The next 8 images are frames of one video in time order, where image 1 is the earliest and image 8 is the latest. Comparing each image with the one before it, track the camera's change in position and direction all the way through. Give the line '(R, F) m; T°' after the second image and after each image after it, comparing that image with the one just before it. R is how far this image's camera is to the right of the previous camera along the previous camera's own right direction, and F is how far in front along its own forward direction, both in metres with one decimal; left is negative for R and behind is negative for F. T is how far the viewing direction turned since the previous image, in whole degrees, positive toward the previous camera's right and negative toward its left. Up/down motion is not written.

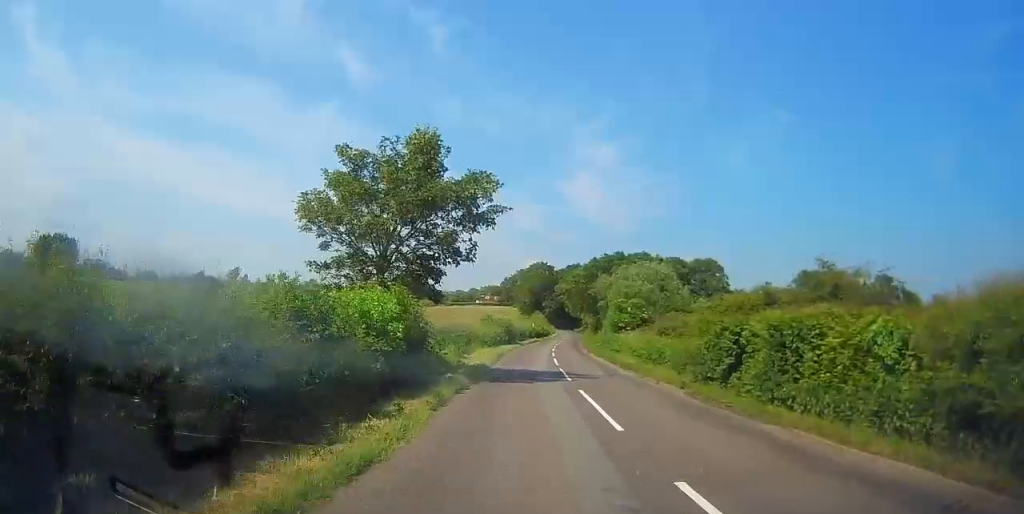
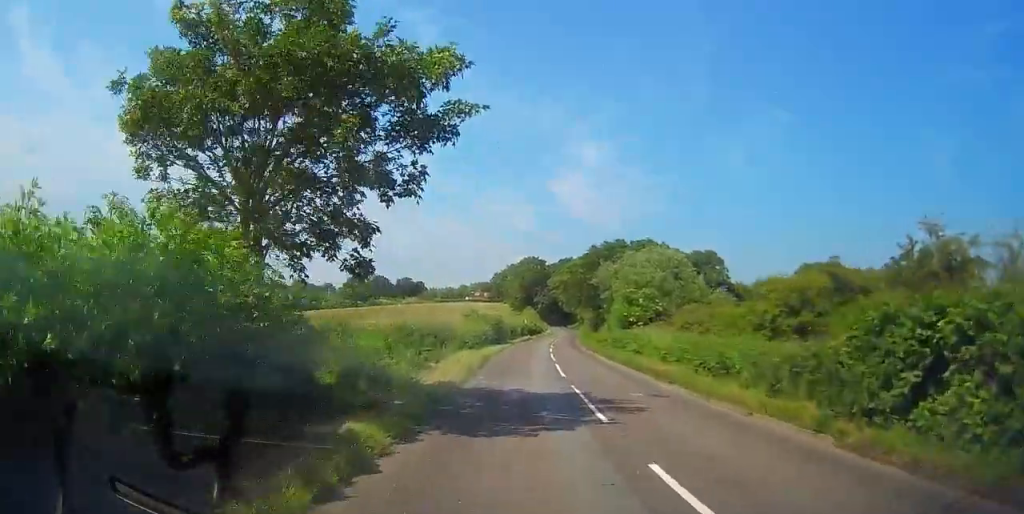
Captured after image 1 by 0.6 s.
(+0.1, +9.1) m; 0°
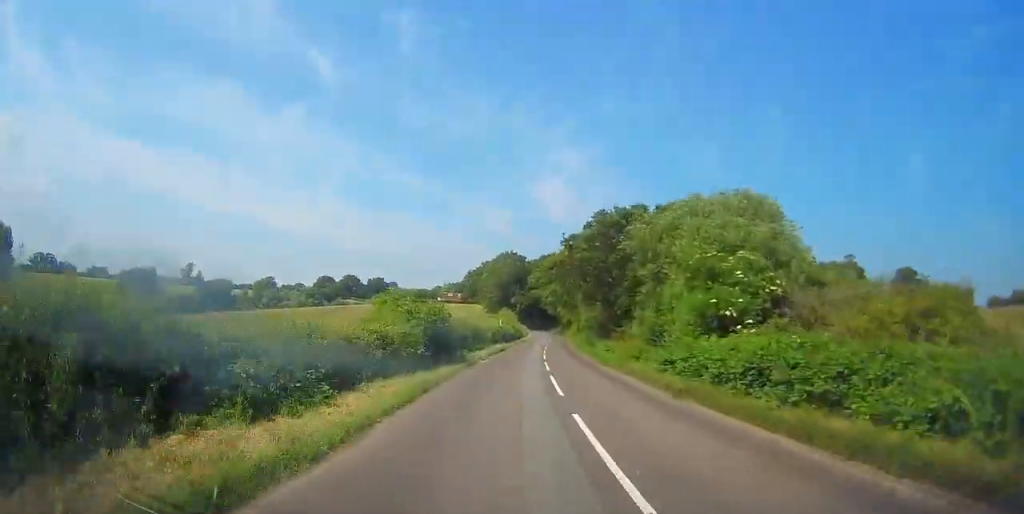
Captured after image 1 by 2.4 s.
(+0.2, +25.5) m; +2°
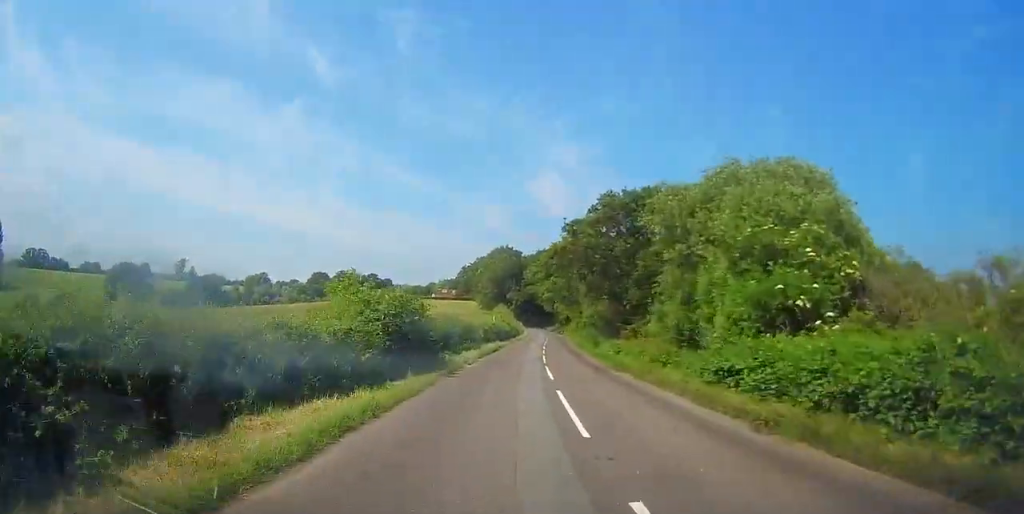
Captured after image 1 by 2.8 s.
(+0.1, +6.0) m; 0°
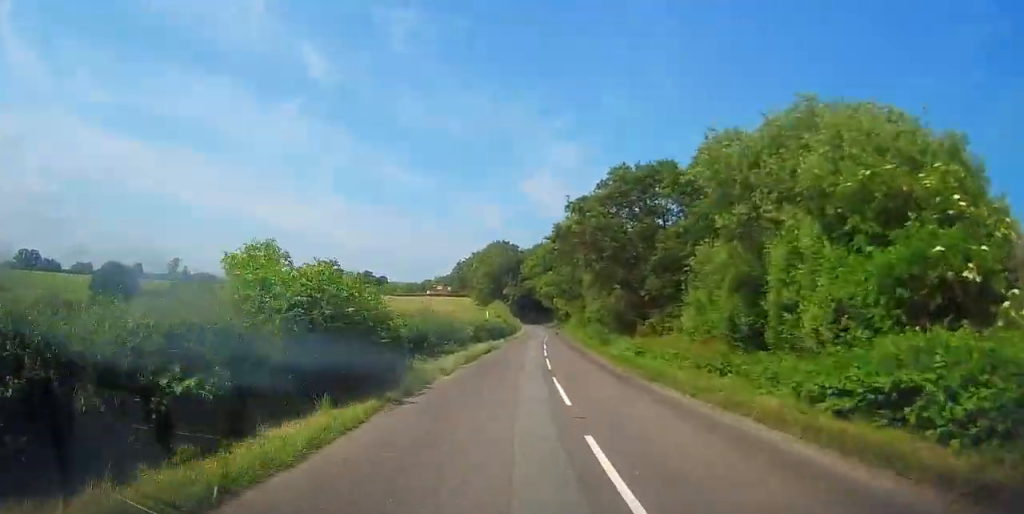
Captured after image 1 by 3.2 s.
(+0.1, +6.5) m; 0°
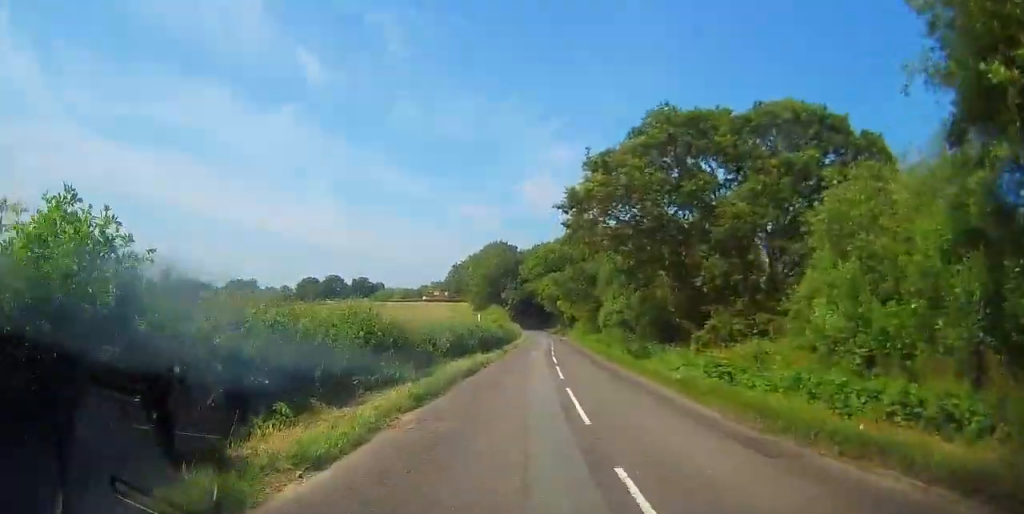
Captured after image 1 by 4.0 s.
(-0.3, +11.5) m; 0°
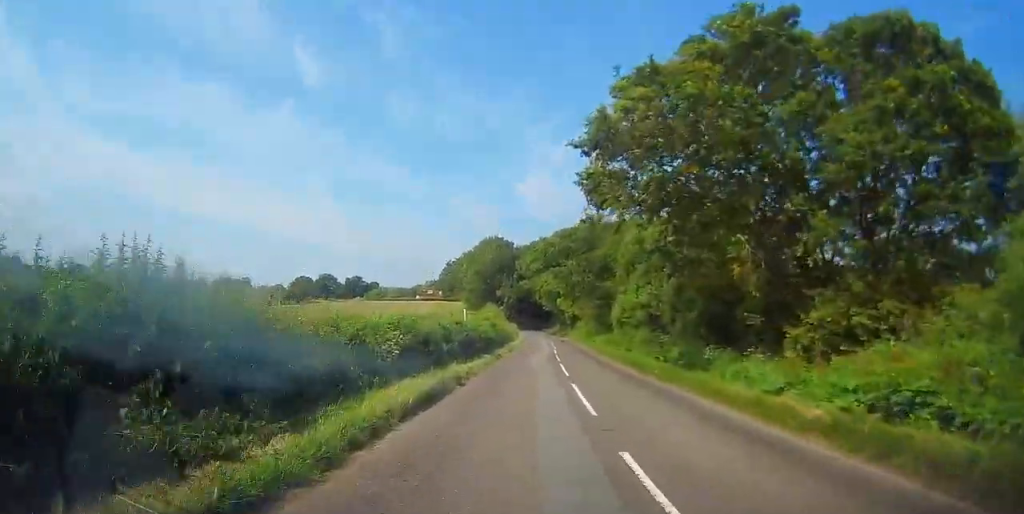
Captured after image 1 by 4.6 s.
(+0.1, +8.9) m; 0°
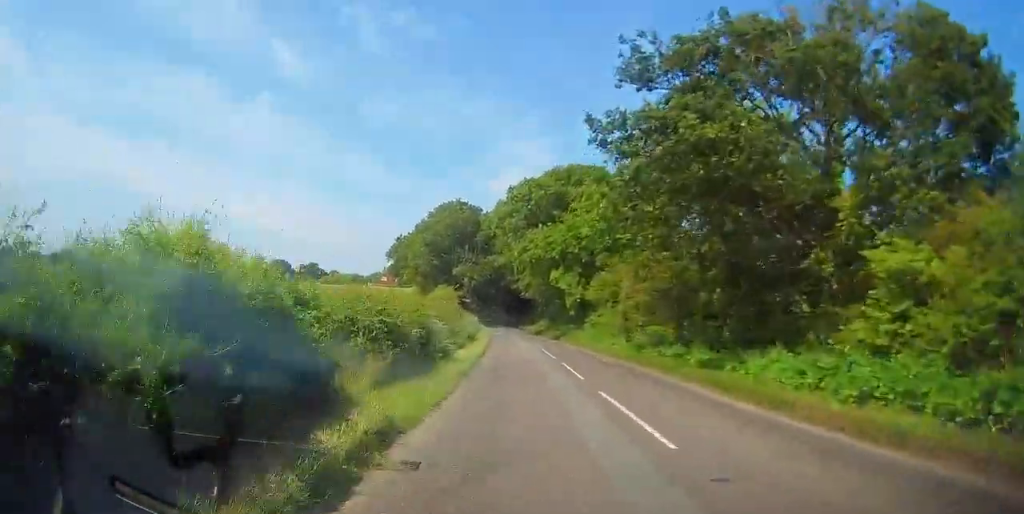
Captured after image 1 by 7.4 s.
(+0.6, +42.0) m; +1°
